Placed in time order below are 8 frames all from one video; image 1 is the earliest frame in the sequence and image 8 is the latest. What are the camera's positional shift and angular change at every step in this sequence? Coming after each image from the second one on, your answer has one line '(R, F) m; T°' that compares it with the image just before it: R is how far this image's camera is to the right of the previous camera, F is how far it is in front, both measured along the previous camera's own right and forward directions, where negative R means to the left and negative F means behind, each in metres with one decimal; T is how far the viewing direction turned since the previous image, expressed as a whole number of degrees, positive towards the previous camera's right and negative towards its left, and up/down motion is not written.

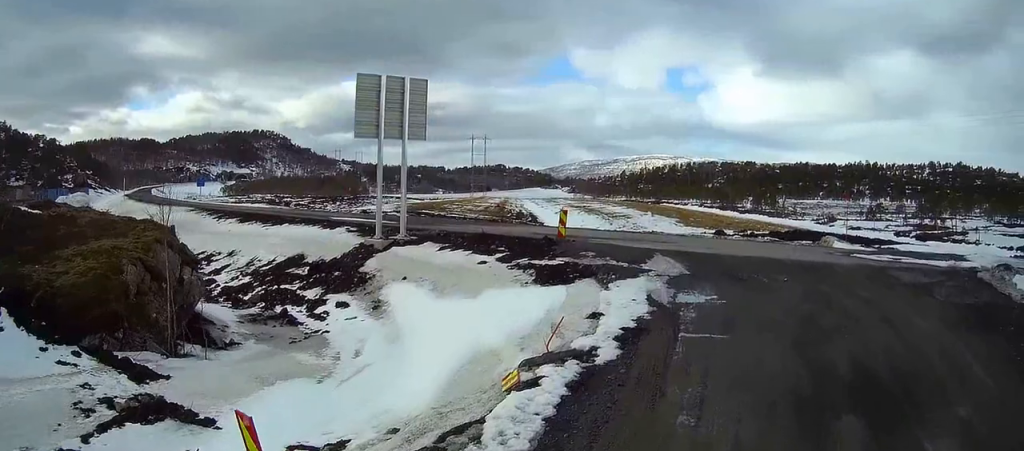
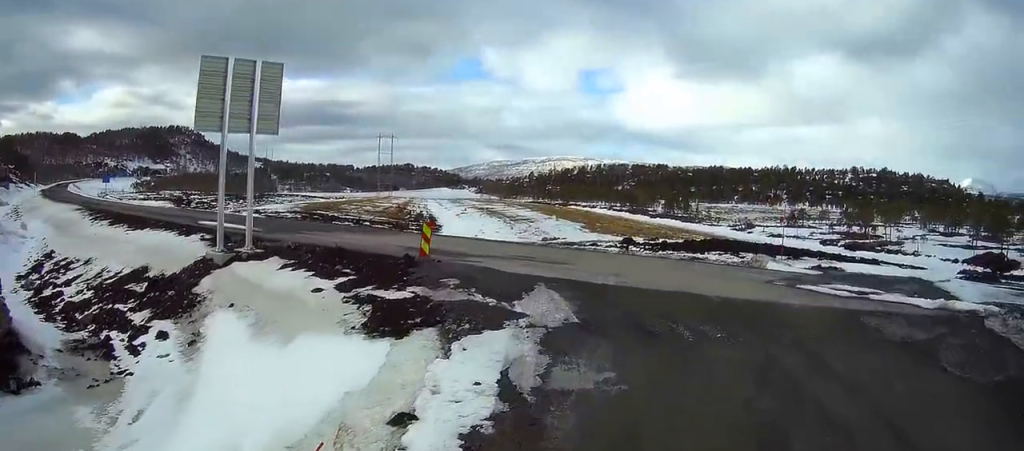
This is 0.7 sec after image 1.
(+0.2, +4.5) m; +7°
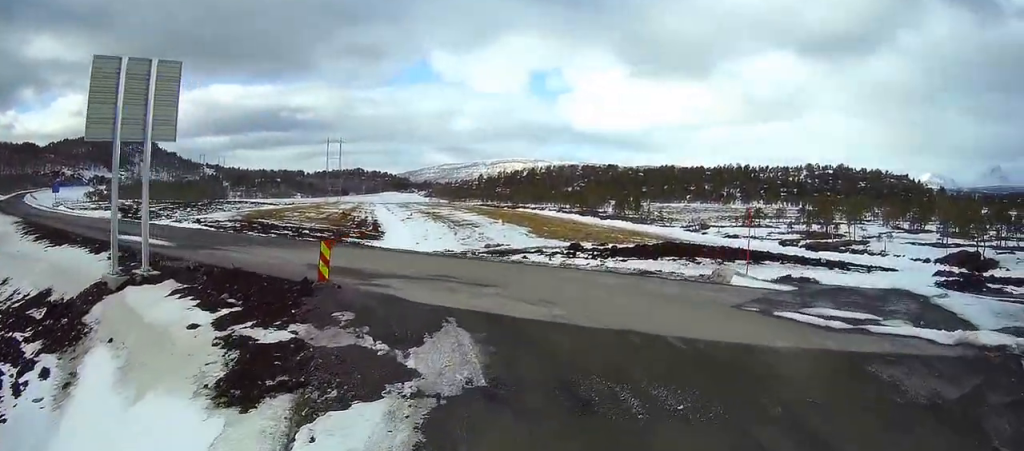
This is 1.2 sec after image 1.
(+0.2, +3.0) m; +3°
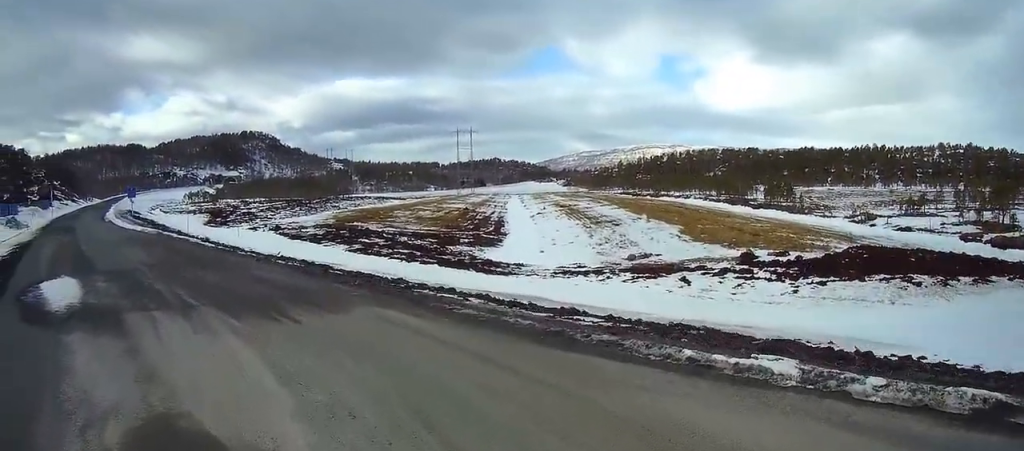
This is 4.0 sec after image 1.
(+1.1, +14.8) m; -5°
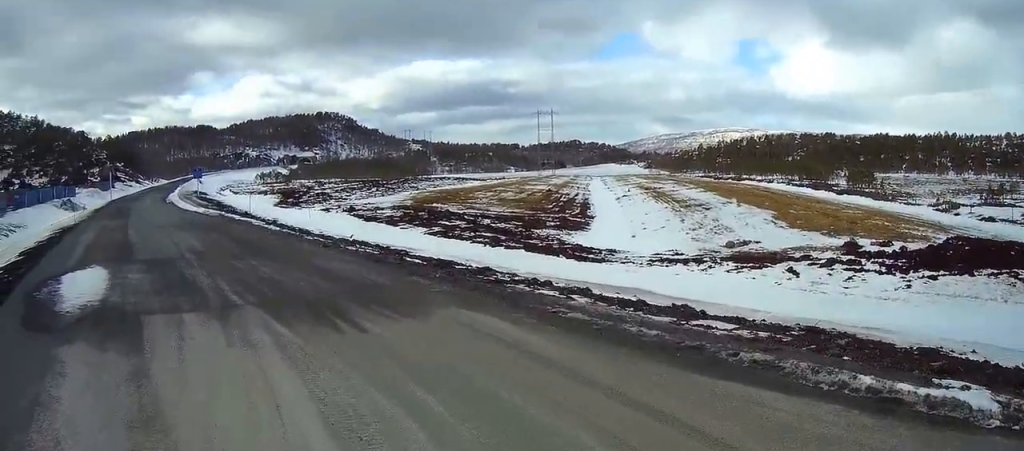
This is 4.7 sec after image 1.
(-0.3, +2.9) m; -9°
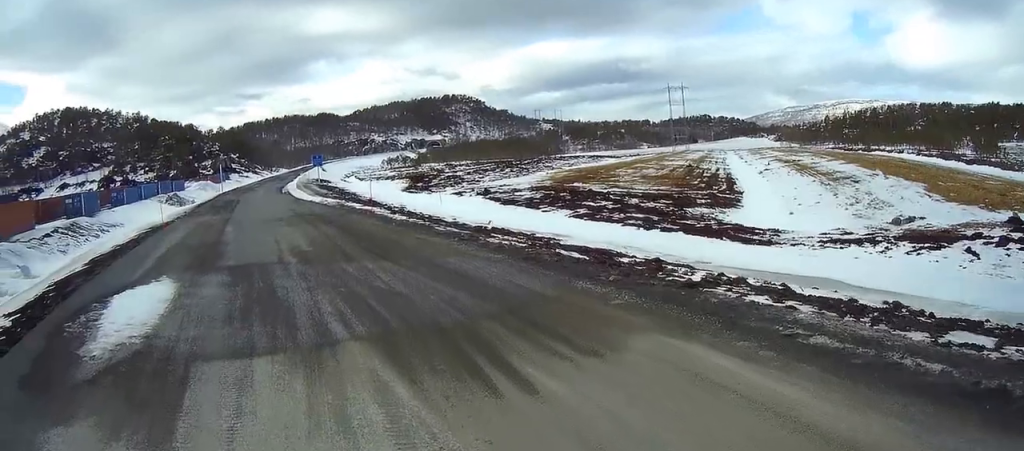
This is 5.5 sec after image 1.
(-0.3, +3.6) m; -10°
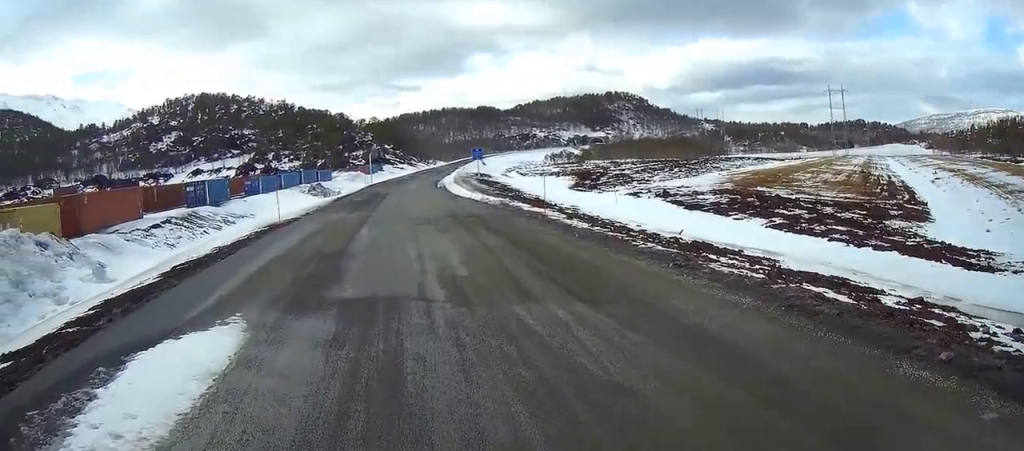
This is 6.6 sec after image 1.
(-0.6, +5.1) m; -10°
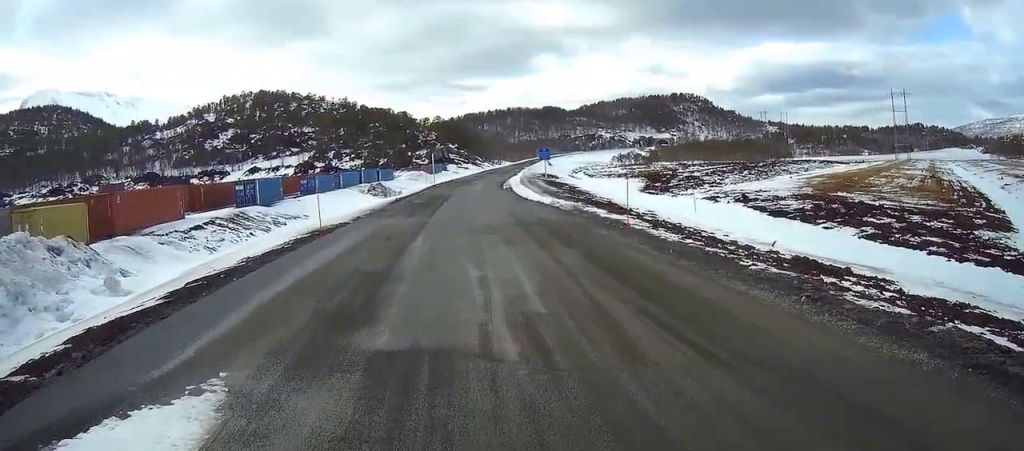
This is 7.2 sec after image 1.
(-0.1, +3.2) m; -3°
